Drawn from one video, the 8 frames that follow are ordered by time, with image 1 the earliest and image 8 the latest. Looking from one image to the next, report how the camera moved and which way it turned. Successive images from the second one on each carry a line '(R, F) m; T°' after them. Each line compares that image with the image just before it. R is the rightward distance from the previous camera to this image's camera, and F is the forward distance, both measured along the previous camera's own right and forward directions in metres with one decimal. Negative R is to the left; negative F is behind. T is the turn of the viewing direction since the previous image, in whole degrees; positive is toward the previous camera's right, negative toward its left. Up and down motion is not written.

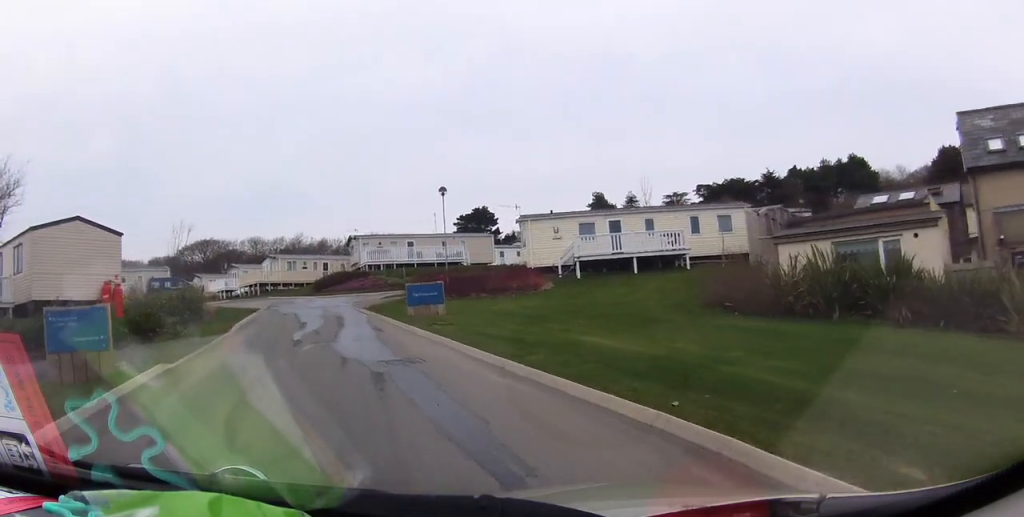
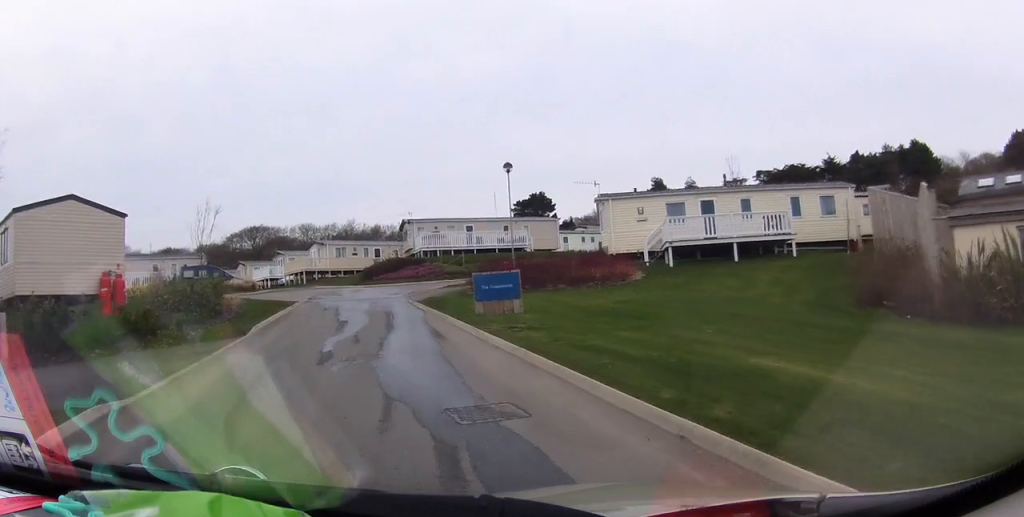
(0.0, +4.3) m; -10°
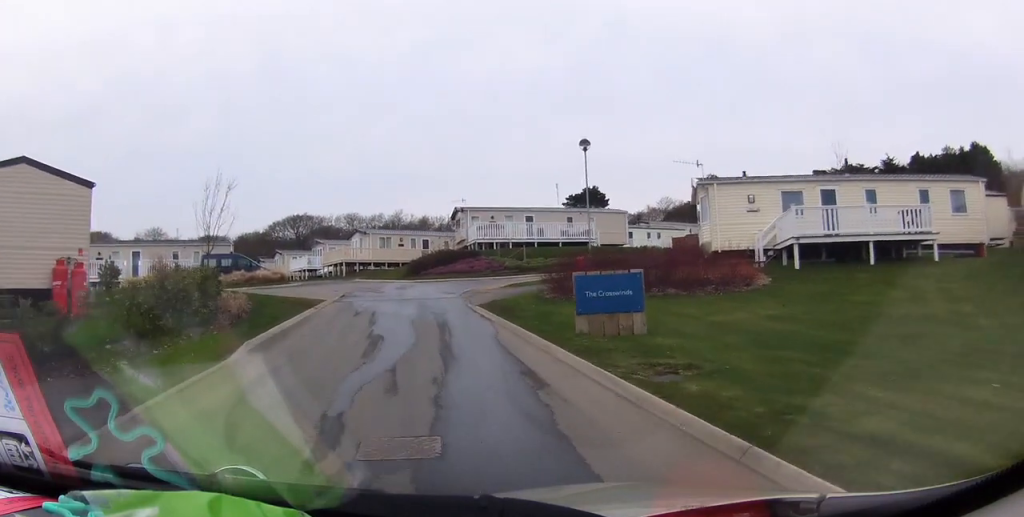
(-0.9, +5.4) m; -11°
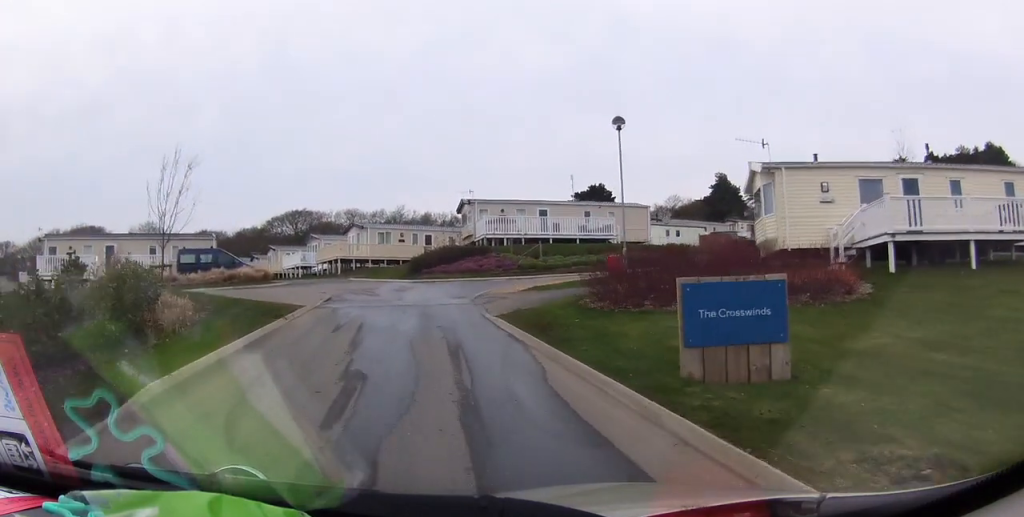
(+0.2, +4.9) m; +1°
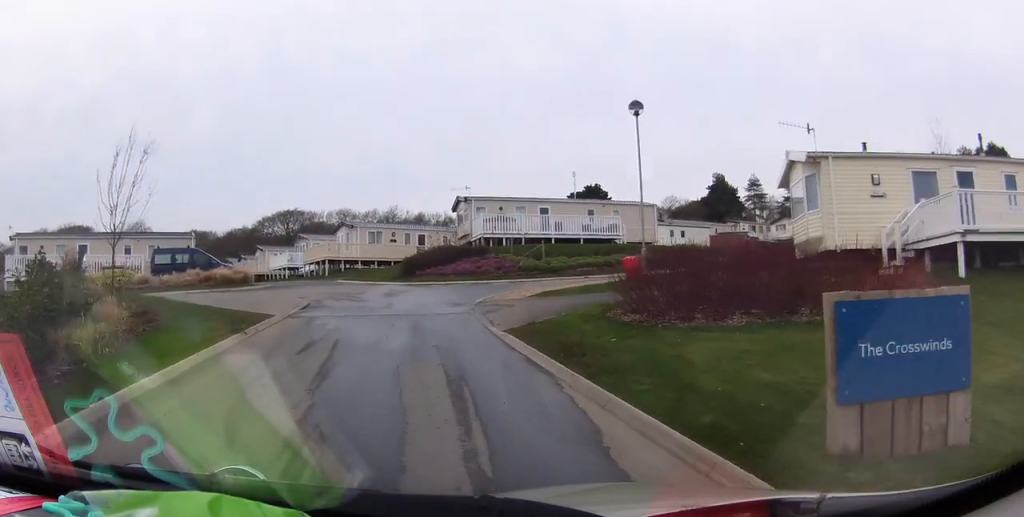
(-0.1, +3.4) m; +2°
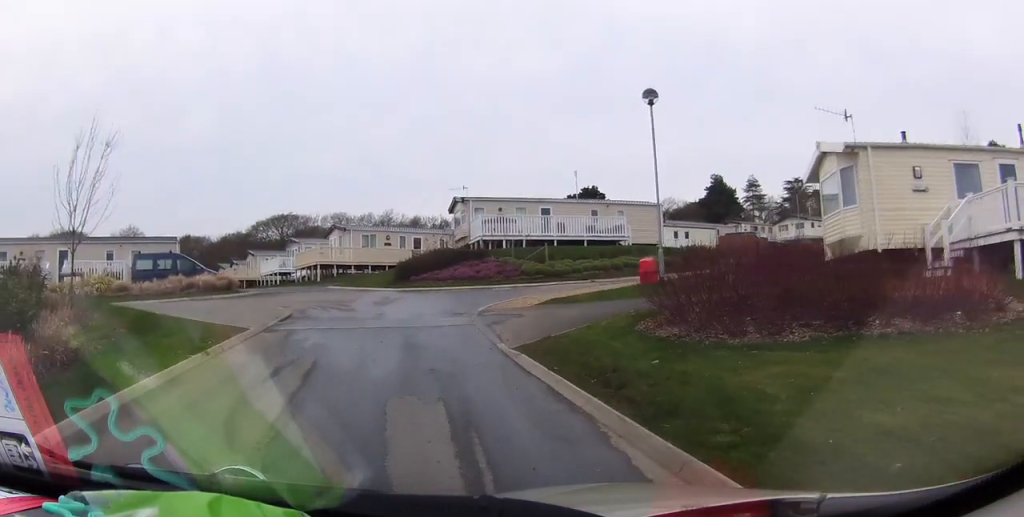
(0.0, +2.2) m; +2°
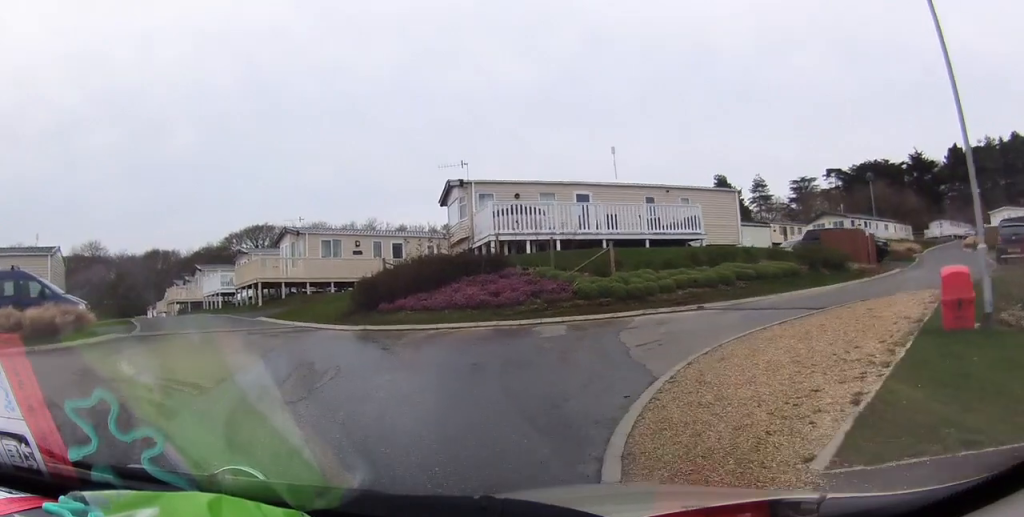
(+1.1, +7.8) m; +13°
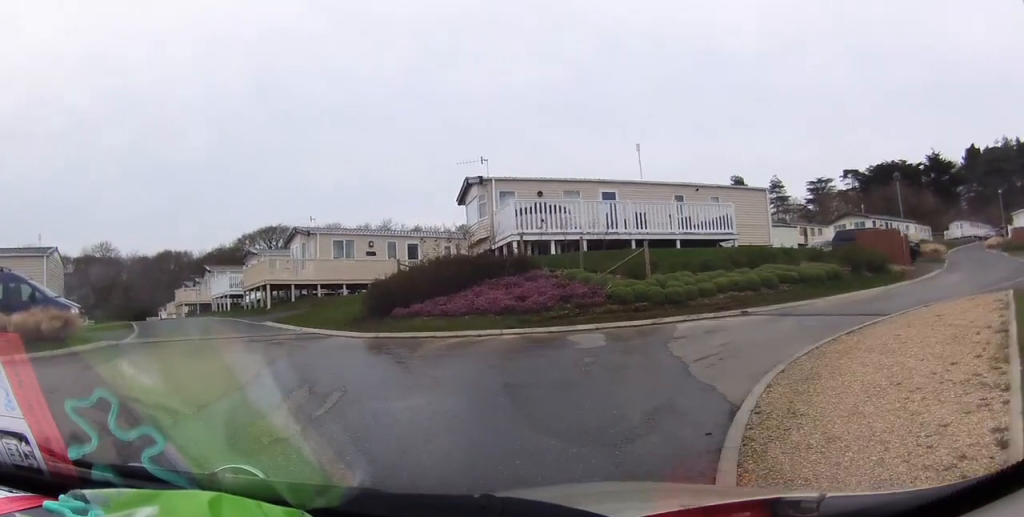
(+0.1, +1.3) m; -2°
